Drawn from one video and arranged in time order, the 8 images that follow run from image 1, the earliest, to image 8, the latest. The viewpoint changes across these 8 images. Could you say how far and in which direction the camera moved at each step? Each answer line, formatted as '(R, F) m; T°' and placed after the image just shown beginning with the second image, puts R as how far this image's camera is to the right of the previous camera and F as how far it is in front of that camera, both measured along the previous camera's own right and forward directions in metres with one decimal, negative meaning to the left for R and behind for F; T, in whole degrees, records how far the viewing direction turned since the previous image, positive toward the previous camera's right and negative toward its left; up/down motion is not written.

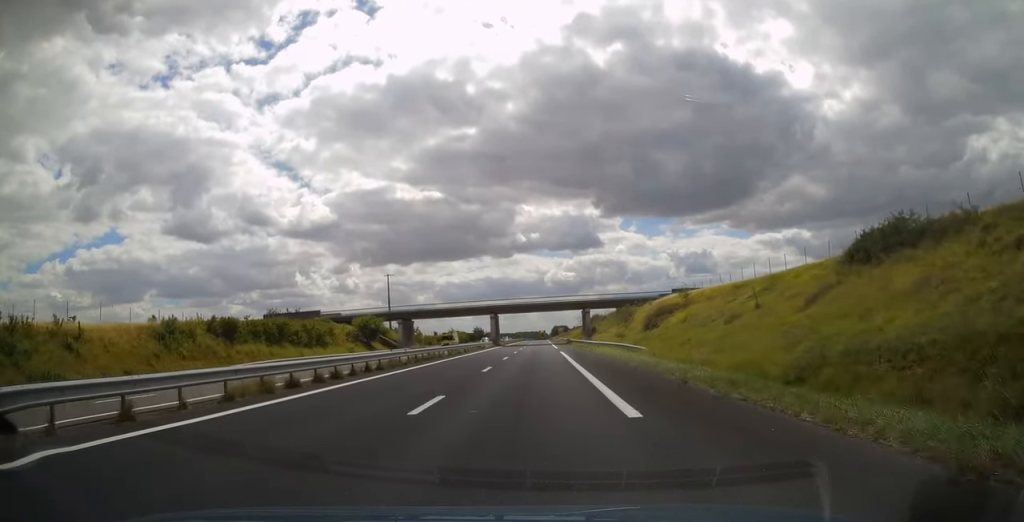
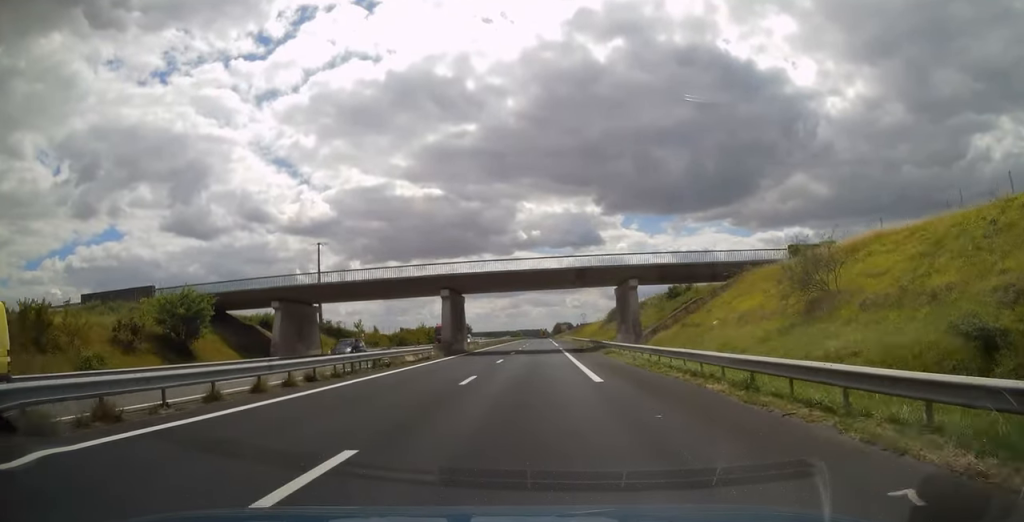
(-0.1, +44.7) m; 0°
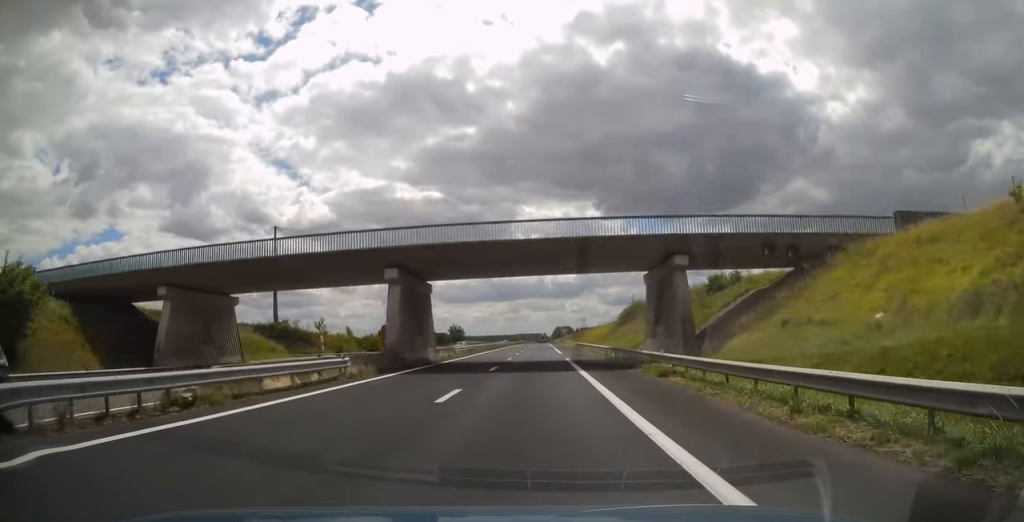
(+0.1, +16.2) m; 0°
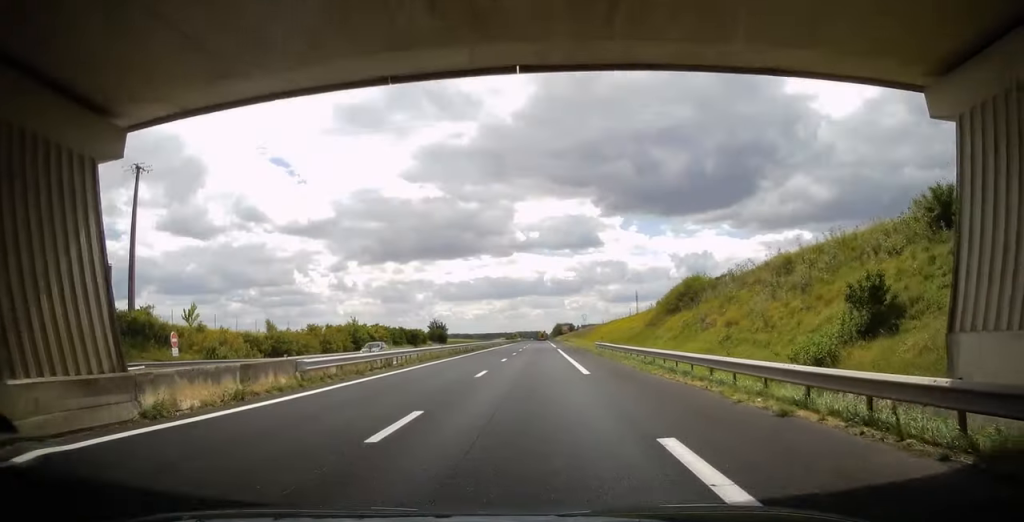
(0.0, +30.5) m; 0°
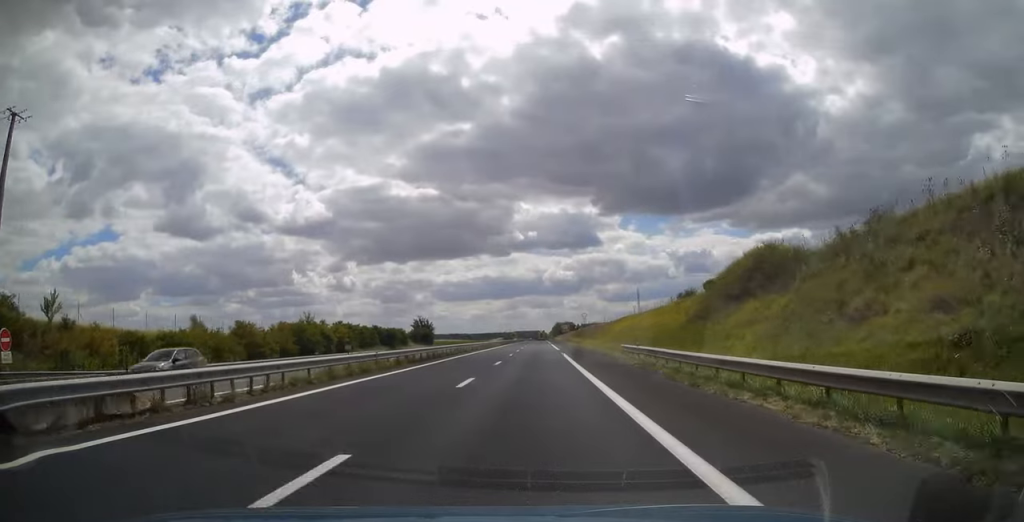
(0.0, +16.7) m; 0°
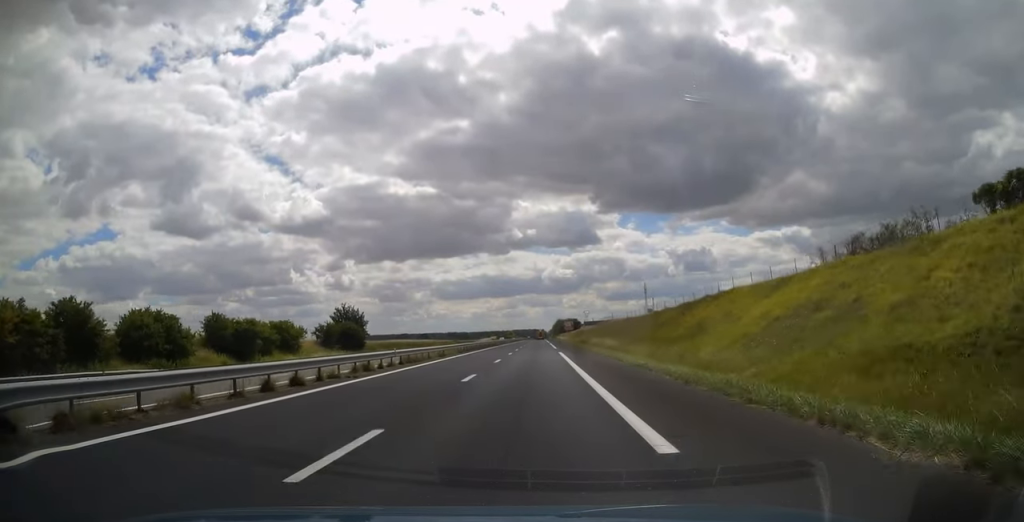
(-0.1, +48.5) m; 0°
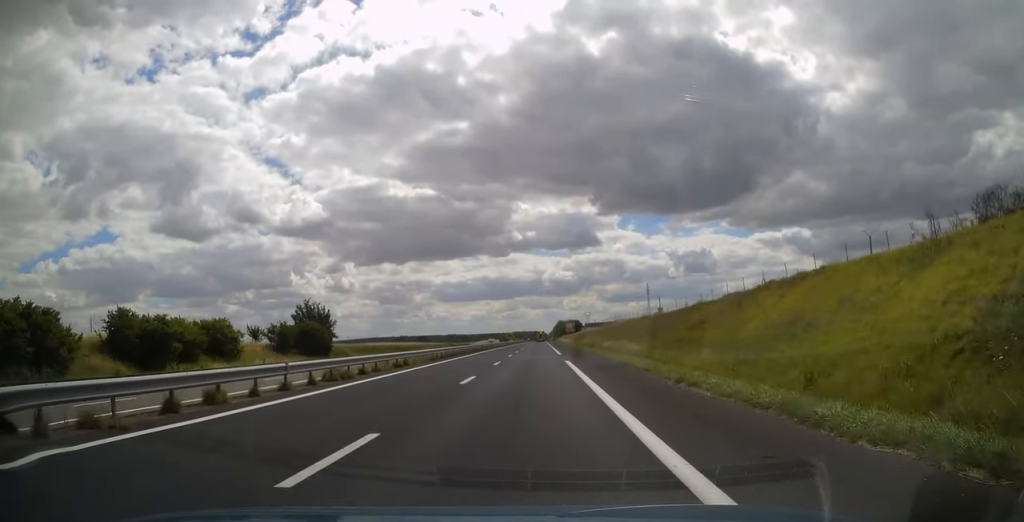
(0.0, +12.7) m; 0°
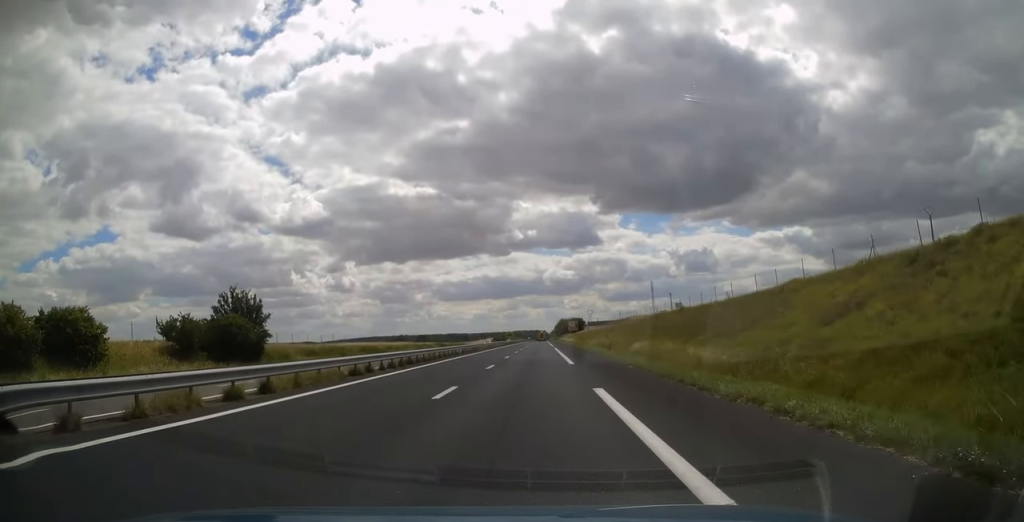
(0.0, +17.1) m; 0°
